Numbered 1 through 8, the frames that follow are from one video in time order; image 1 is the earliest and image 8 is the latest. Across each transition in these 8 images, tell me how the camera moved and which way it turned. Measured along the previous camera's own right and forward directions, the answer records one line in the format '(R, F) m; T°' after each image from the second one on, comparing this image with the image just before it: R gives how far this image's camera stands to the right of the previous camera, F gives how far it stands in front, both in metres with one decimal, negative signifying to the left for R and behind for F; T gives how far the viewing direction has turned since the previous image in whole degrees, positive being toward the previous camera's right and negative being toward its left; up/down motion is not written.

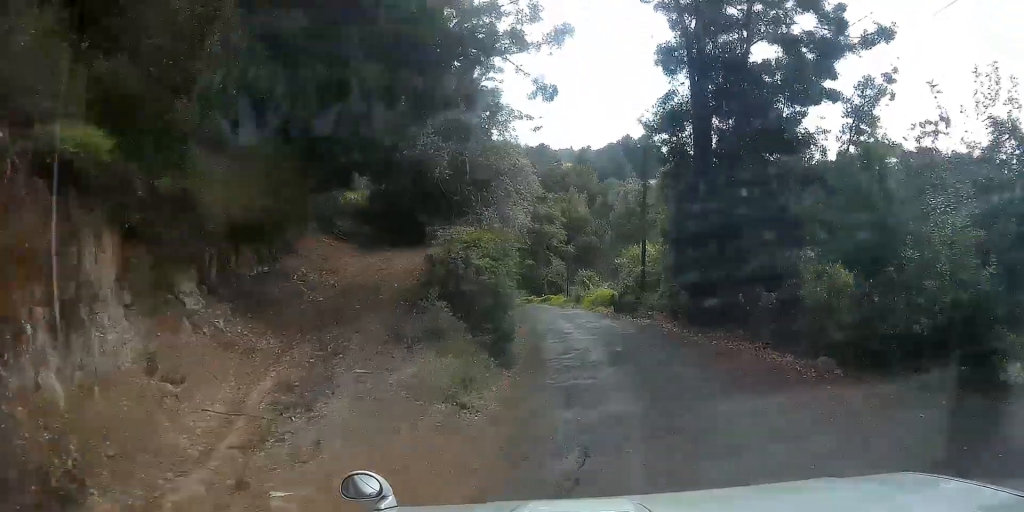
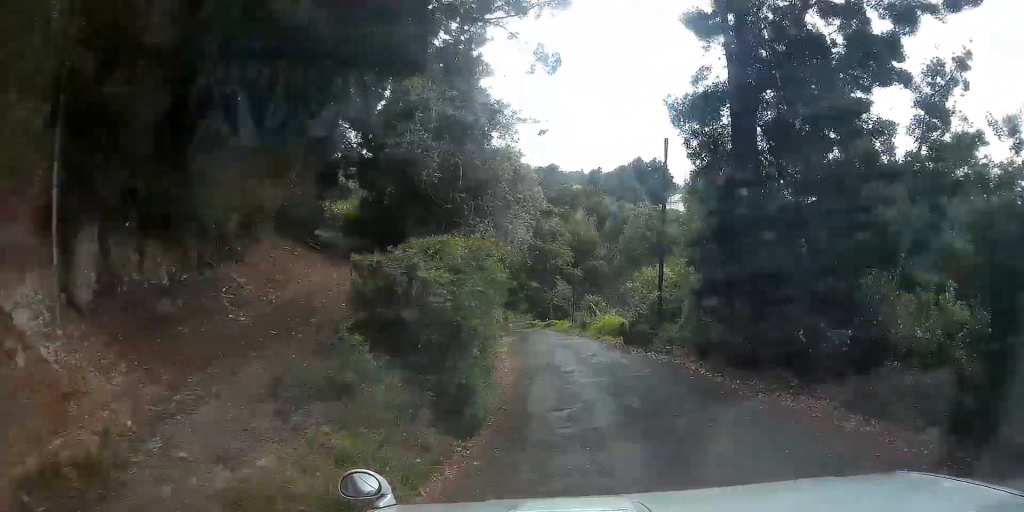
(0.0, +3.7) m; -1°
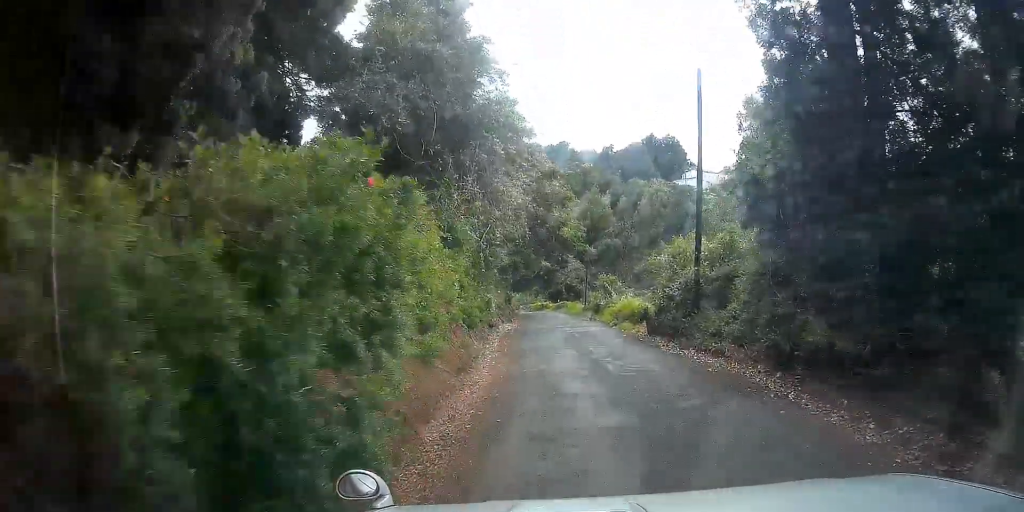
(-0.1, +5.6) m; -2°
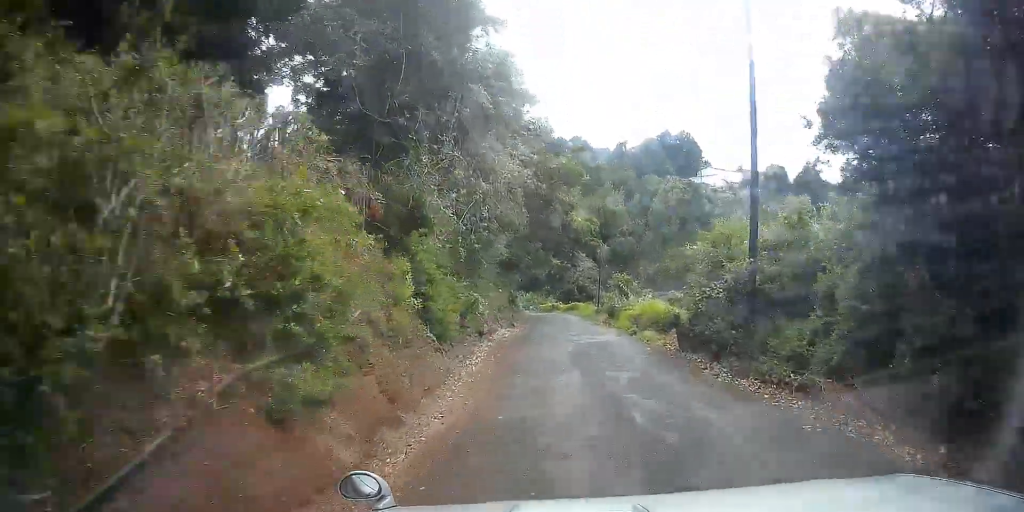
(-0.1, +4.8) m; -1°
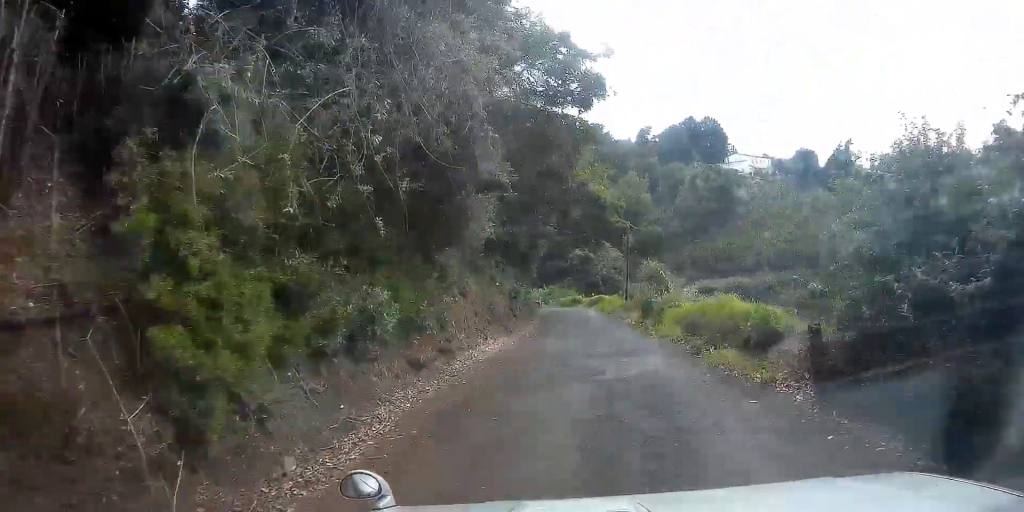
(-0.1, +8.6) m; -1°
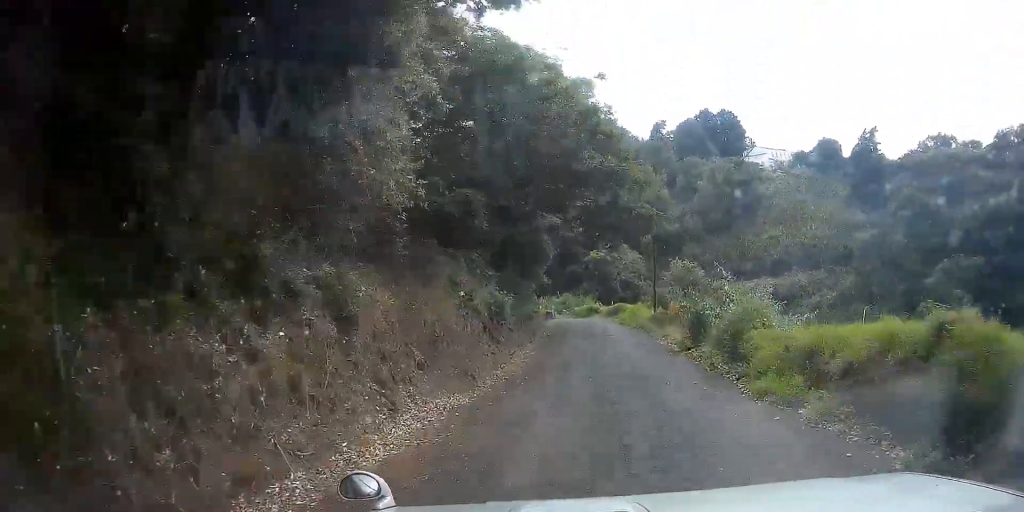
(0.0, +9.1) m; 0°
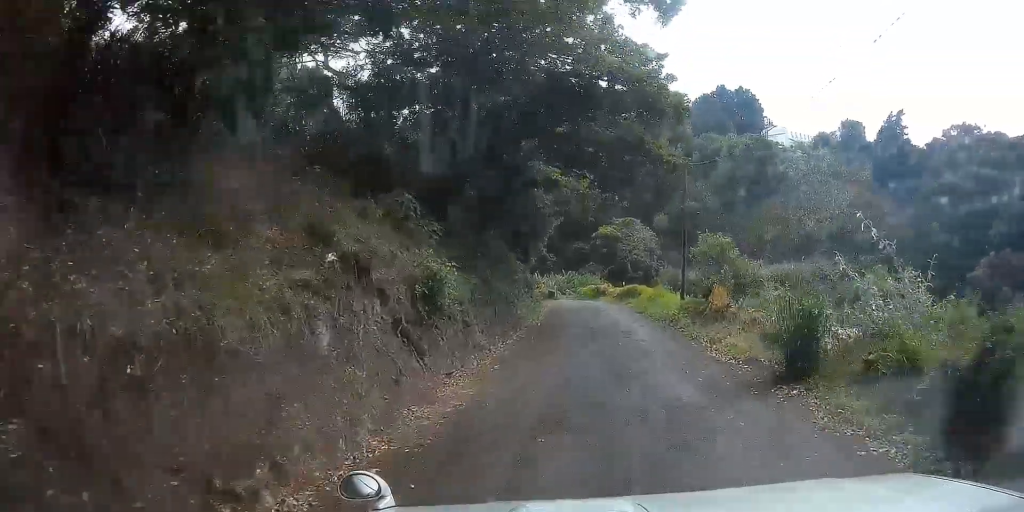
(+0.1, +8.5) m; -2°
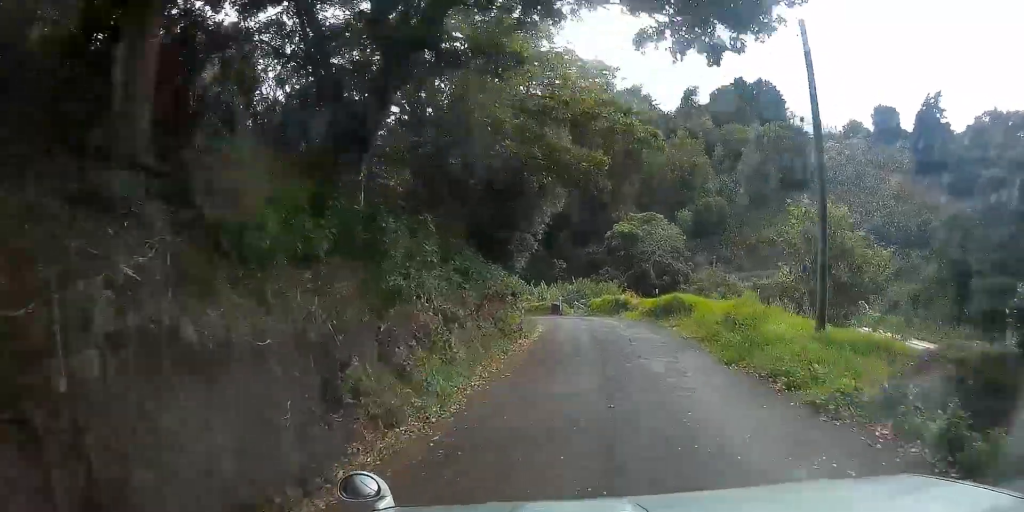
(-0.8, +15.0) m; -3°
